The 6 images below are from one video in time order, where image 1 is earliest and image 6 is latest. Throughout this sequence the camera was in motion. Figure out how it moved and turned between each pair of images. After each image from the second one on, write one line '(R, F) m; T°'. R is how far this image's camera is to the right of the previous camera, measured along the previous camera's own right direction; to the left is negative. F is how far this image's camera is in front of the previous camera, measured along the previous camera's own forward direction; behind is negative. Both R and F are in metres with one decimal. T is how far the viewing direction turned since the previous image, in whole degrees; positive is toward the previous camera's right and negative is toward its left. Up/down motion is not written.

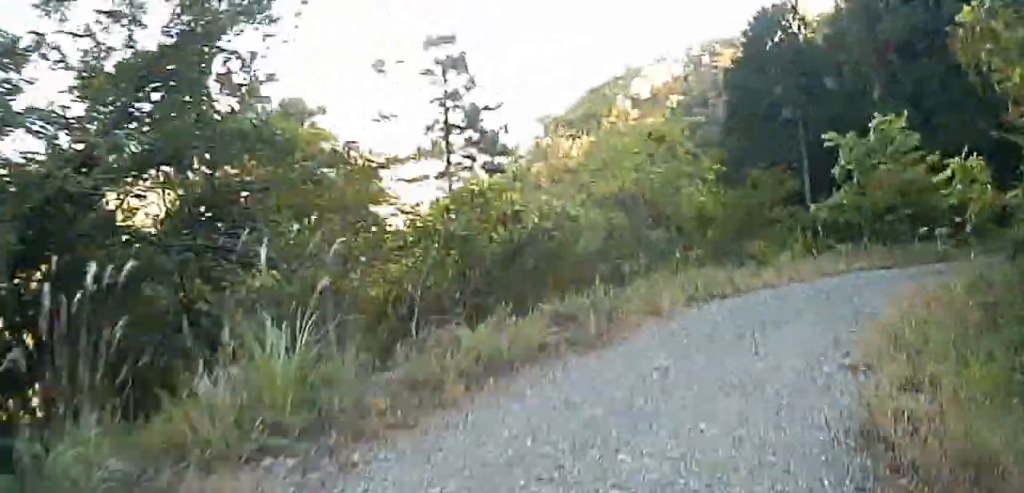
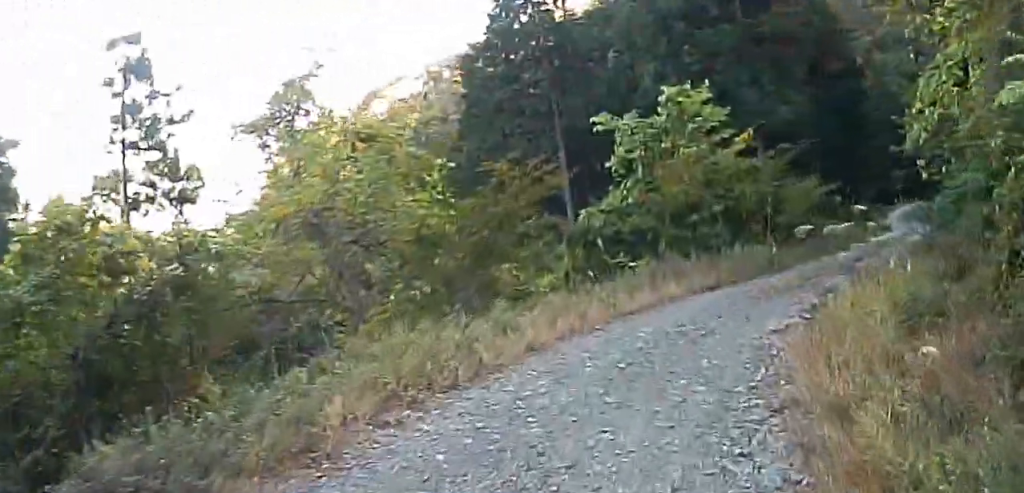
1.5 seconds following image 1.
(+2.6, +5.1) m; +27°
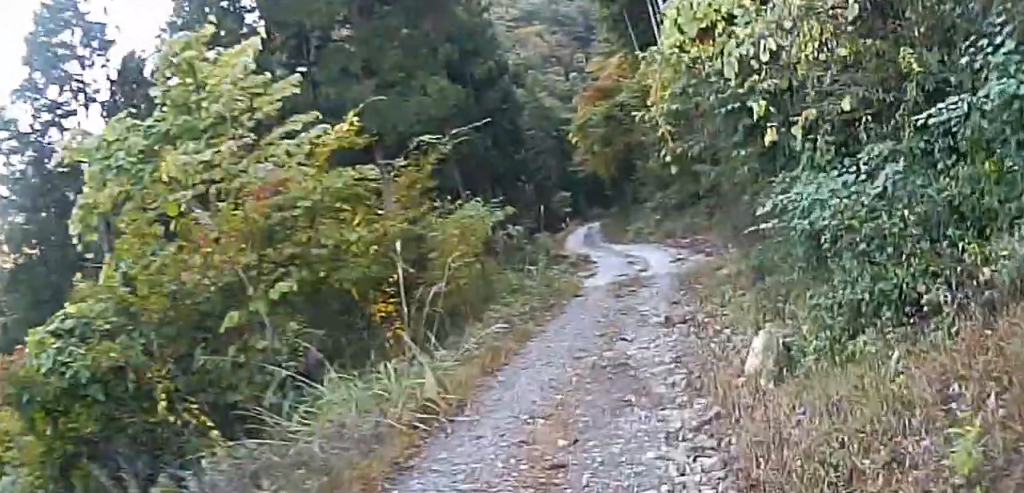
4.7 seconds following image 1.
(+1.3, +9.1) m; +22°
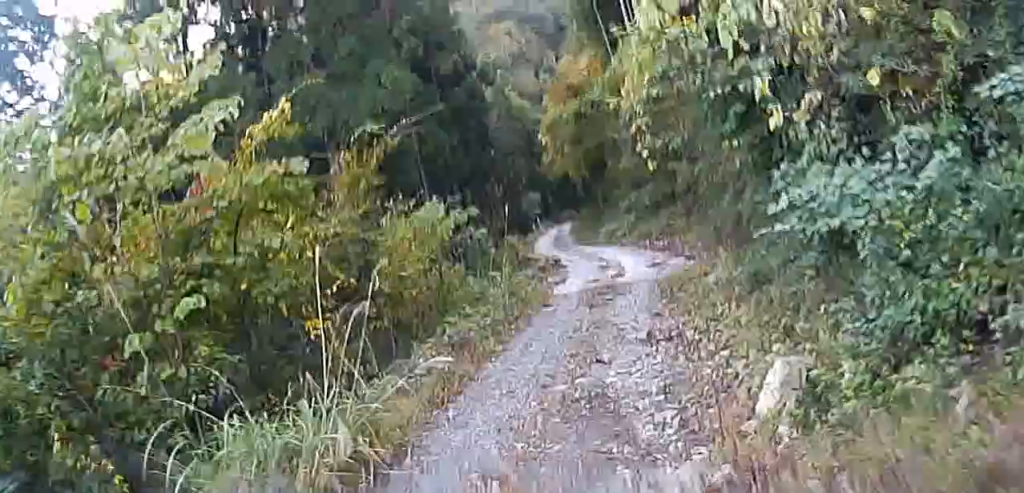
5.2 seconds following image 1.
(0.0, +1.4) m; 0°
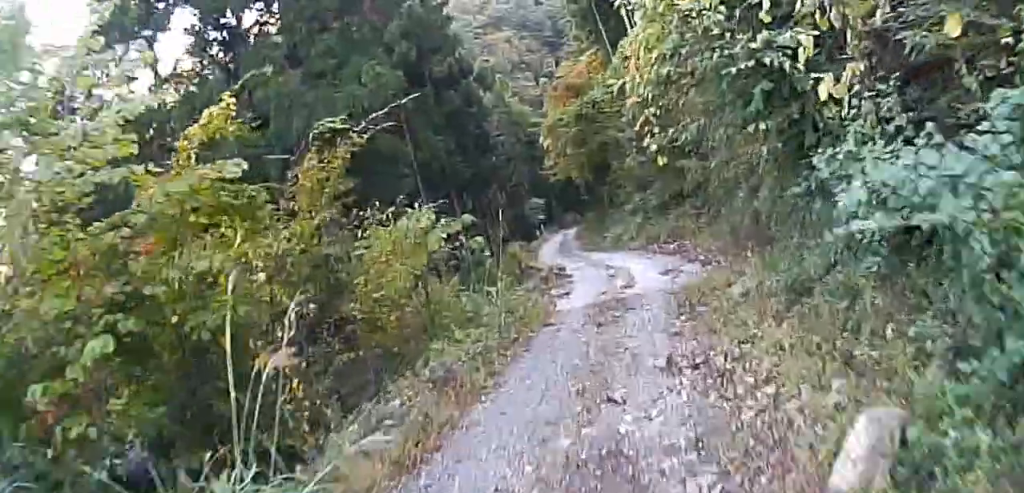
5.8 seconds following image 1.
(0.0, +1.4) m; -2°
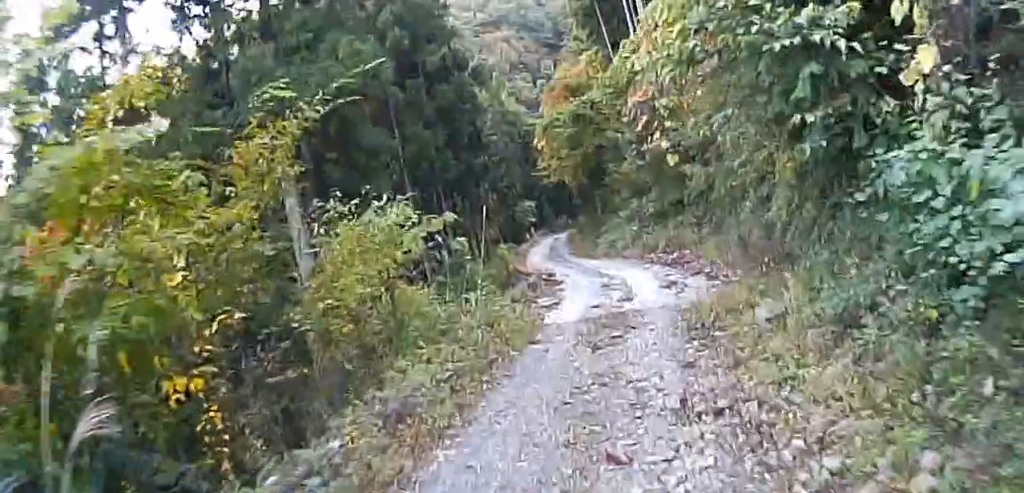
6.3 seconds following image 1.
(0.0, +1.4) m; -1°
